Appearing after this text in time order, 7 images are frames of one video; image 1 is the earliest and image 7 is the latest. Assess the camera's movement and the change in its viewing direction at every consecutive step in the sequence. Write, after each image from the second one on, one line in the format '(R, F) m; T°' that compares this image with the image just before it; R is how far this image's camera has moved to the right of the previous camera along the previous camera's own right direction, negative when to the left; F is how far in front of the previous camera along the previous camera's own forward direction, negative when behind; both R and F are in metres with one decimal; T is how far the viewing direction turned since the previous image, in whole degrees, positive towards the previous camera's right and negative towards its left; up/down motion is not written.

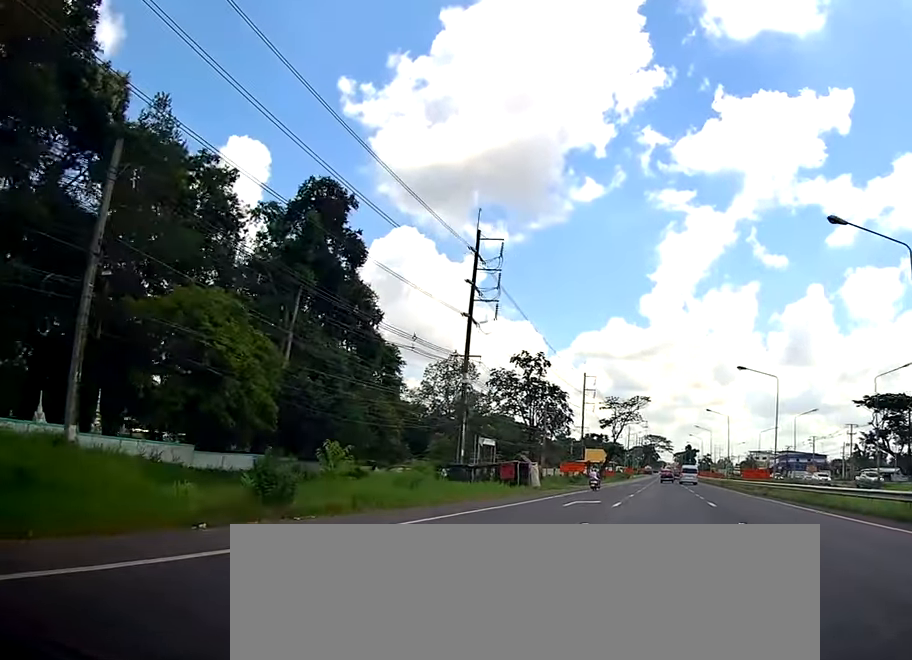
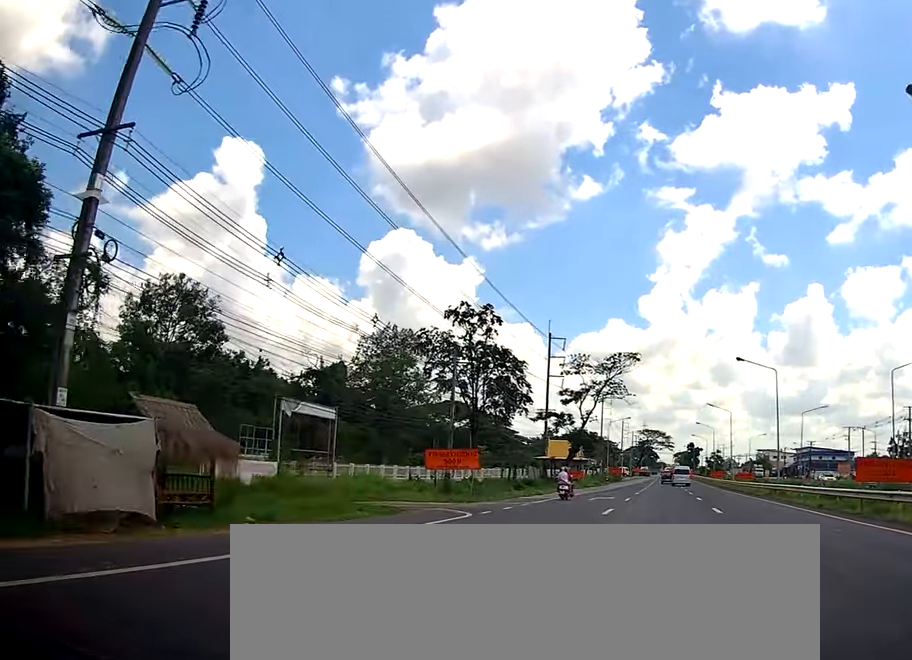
(-0.2, +39.8) m; +2°
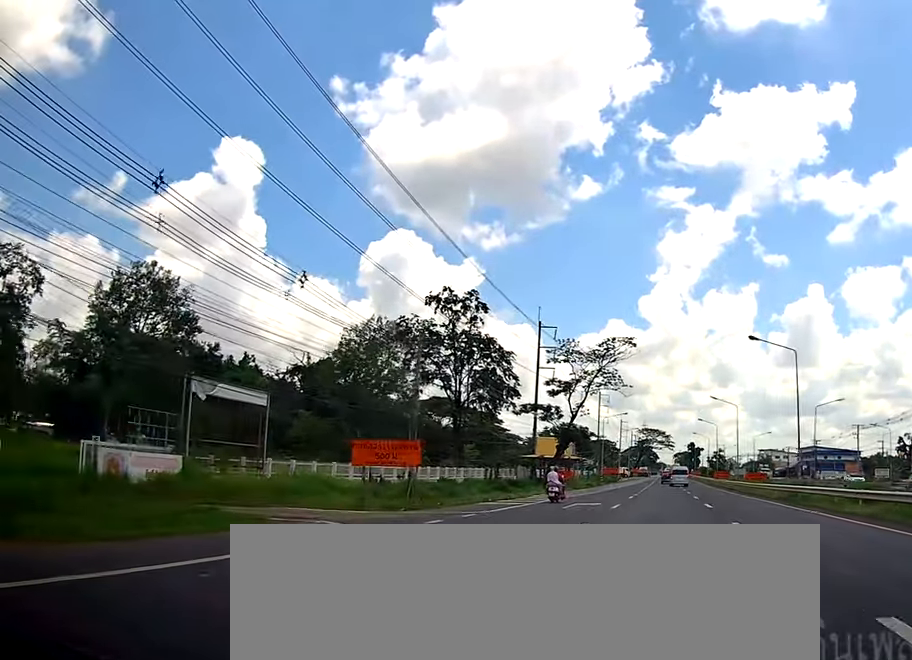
(+0.2, +8.1) m; 0°
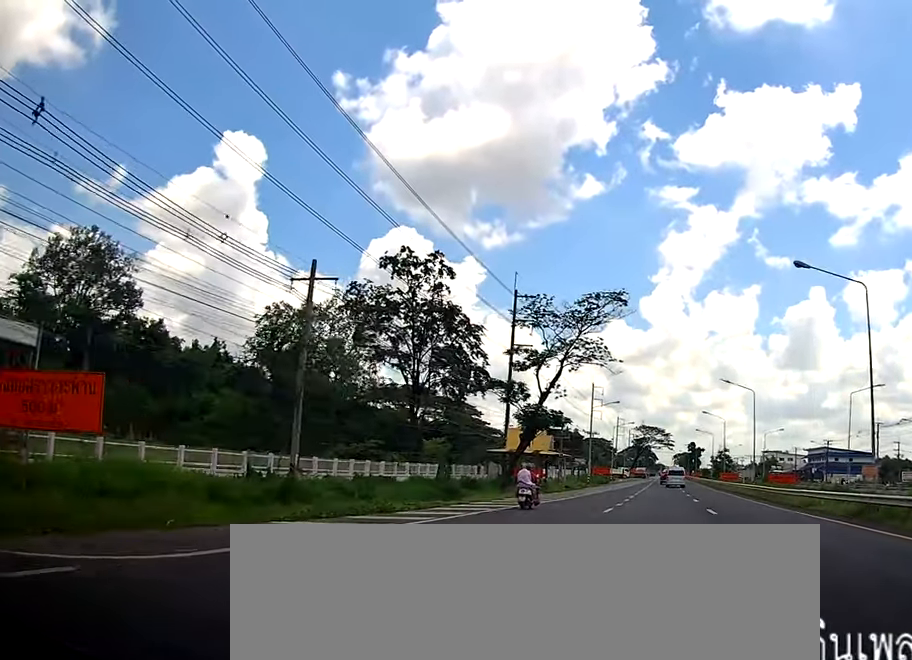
(+0.5, +15.0) m; 0°
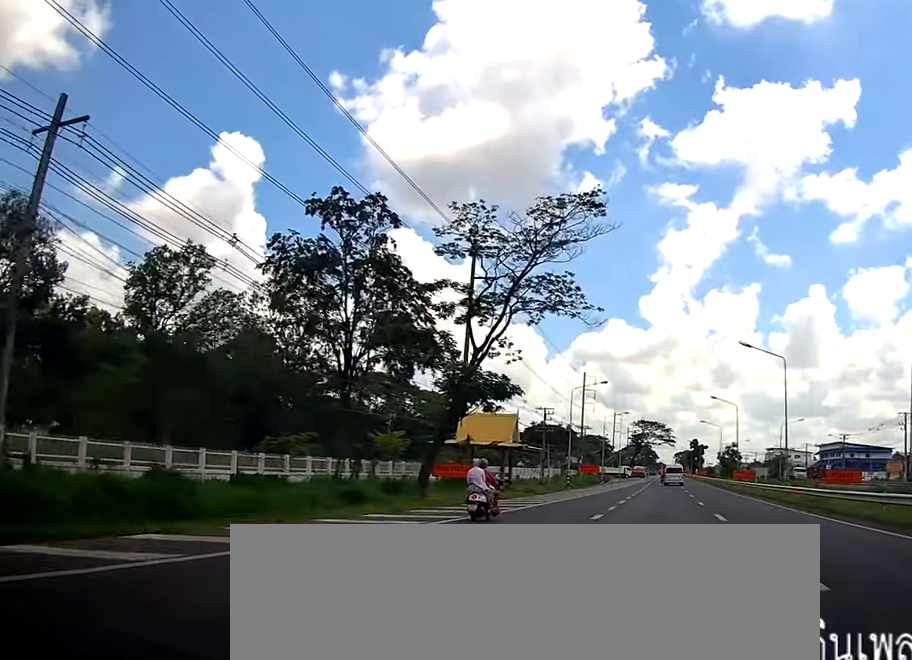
(-0.6, +16.2) m; -2°
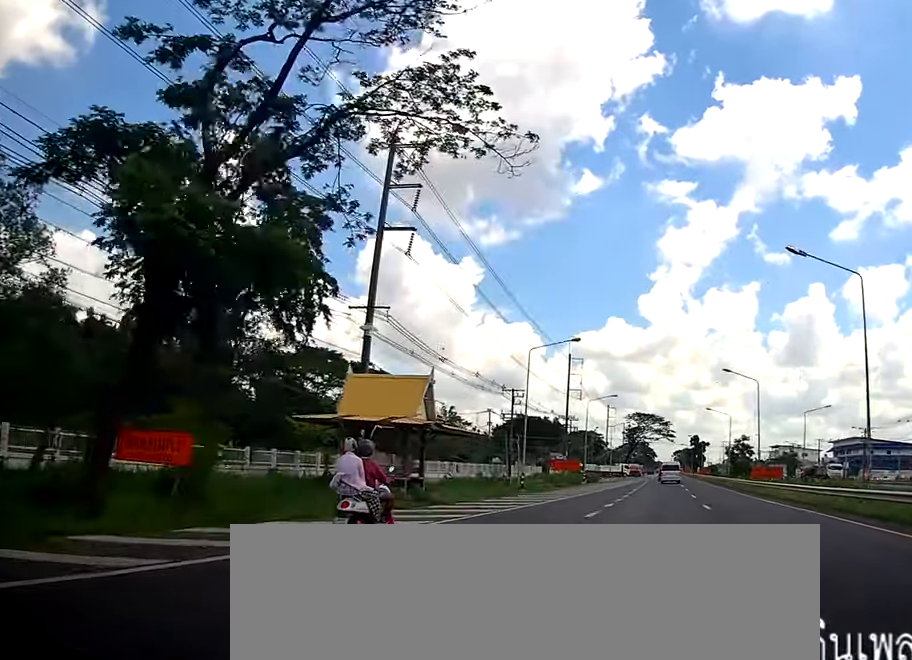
(0.0, +19.1) m; +2°
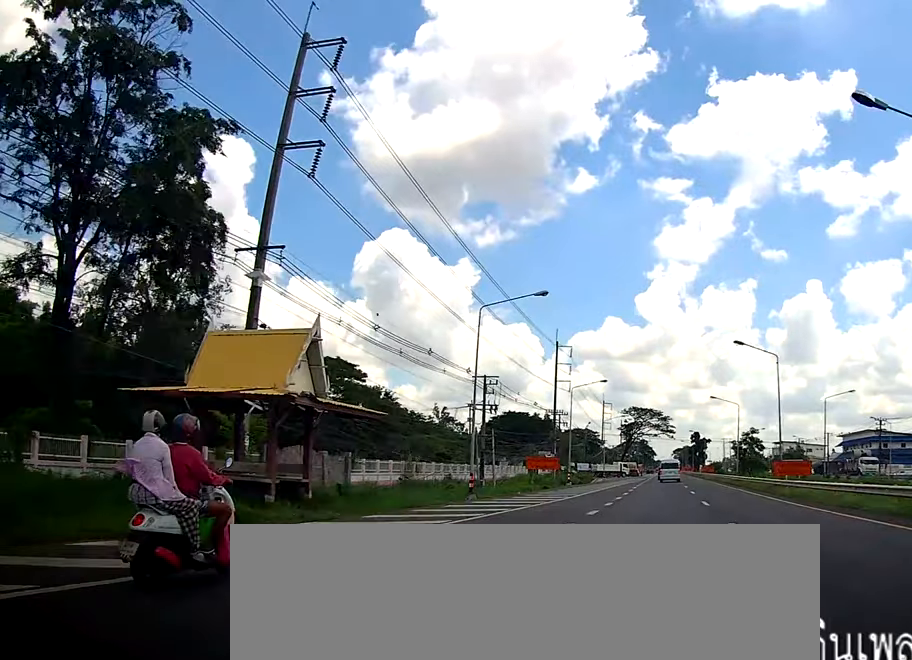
(+0.5, +11.3) m; 0°
